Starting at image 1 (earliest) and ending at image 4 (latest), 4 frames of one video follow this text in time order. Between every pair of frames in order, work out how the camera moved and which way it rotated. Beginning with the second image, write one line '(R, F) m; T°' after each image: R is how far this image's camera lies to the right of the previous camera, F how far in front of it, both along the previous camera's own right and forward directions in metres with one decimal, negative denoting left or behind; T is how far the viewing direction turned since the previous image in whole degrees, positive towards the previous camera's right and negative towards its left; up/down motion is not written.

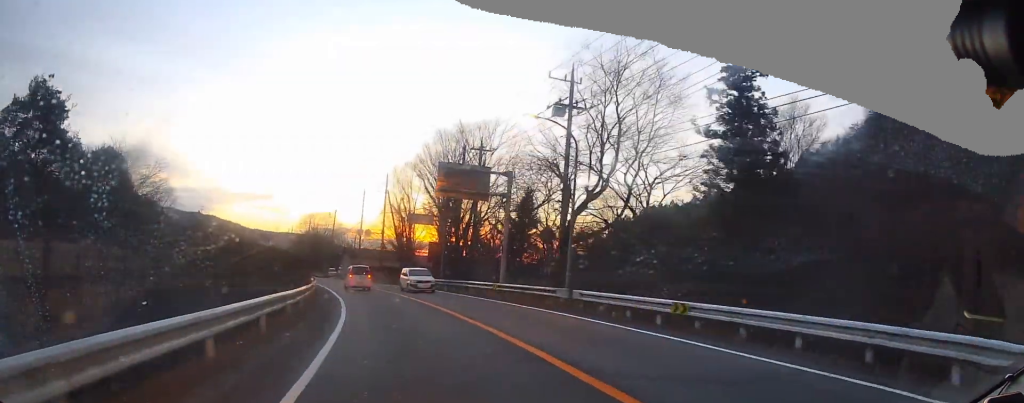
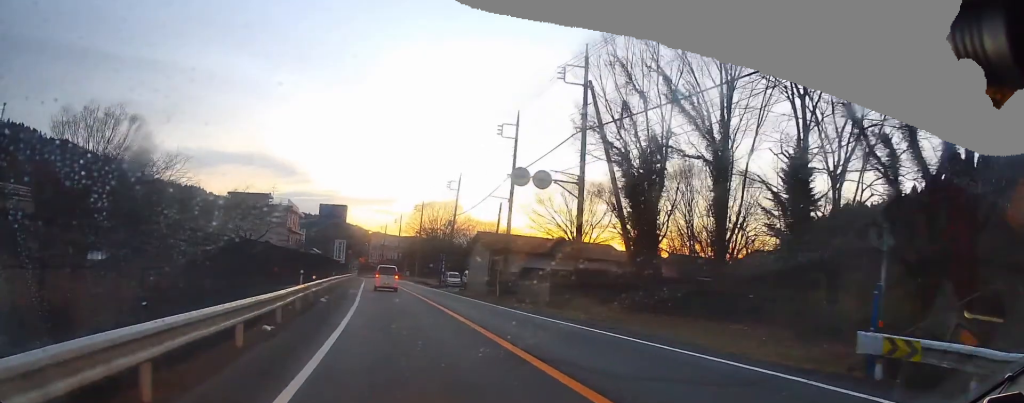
(-2.6, +39.4) m; -8°
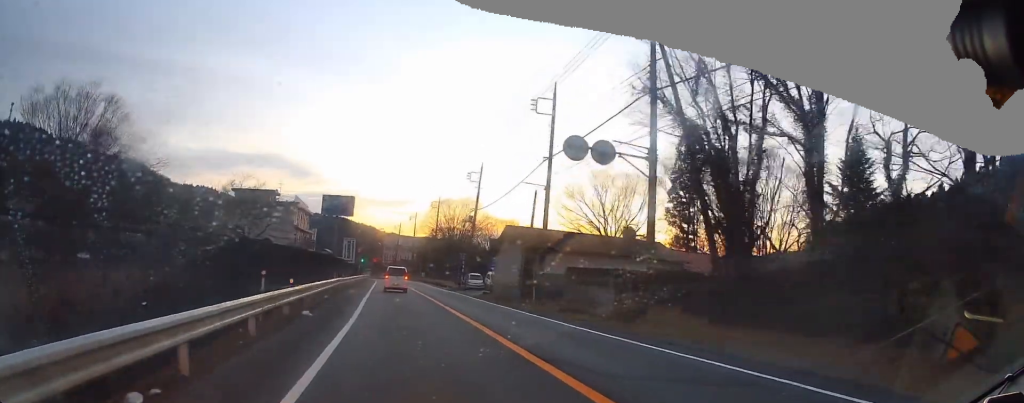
(-0.1, +6.8) m; -3°
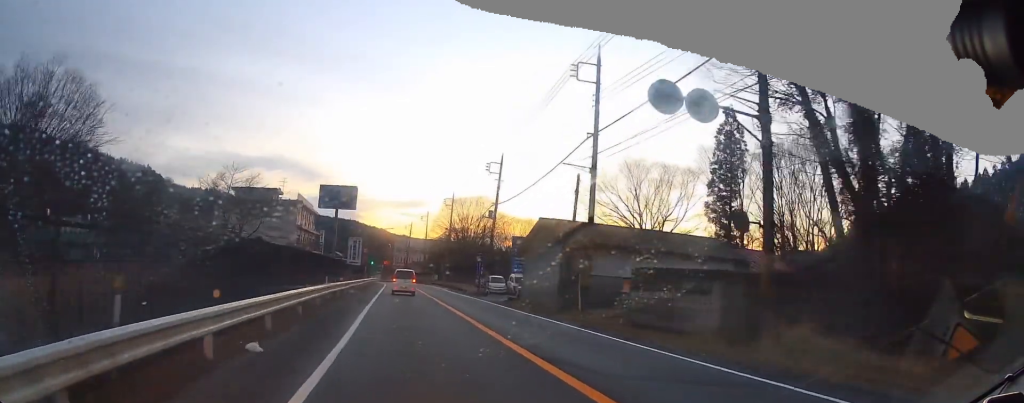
(-0.3, +6.4) m; -3°
